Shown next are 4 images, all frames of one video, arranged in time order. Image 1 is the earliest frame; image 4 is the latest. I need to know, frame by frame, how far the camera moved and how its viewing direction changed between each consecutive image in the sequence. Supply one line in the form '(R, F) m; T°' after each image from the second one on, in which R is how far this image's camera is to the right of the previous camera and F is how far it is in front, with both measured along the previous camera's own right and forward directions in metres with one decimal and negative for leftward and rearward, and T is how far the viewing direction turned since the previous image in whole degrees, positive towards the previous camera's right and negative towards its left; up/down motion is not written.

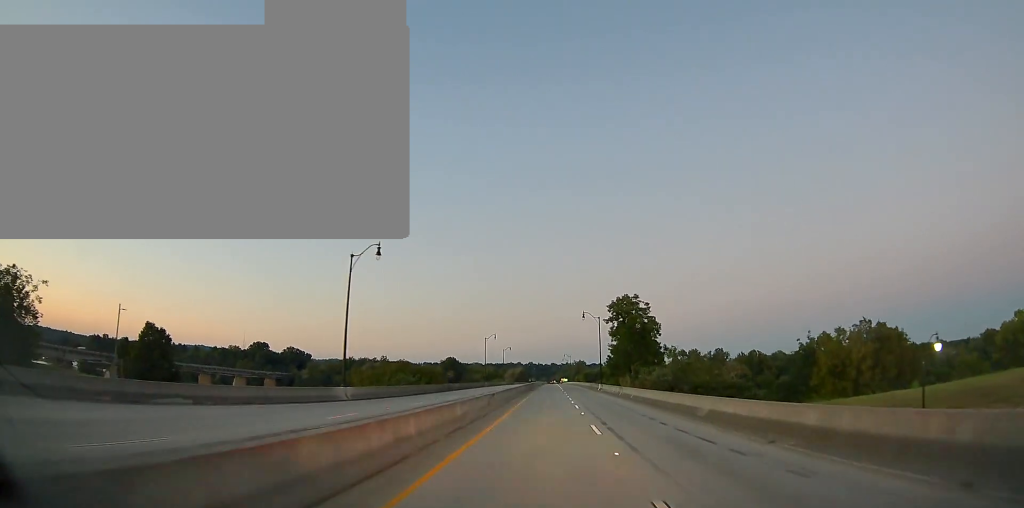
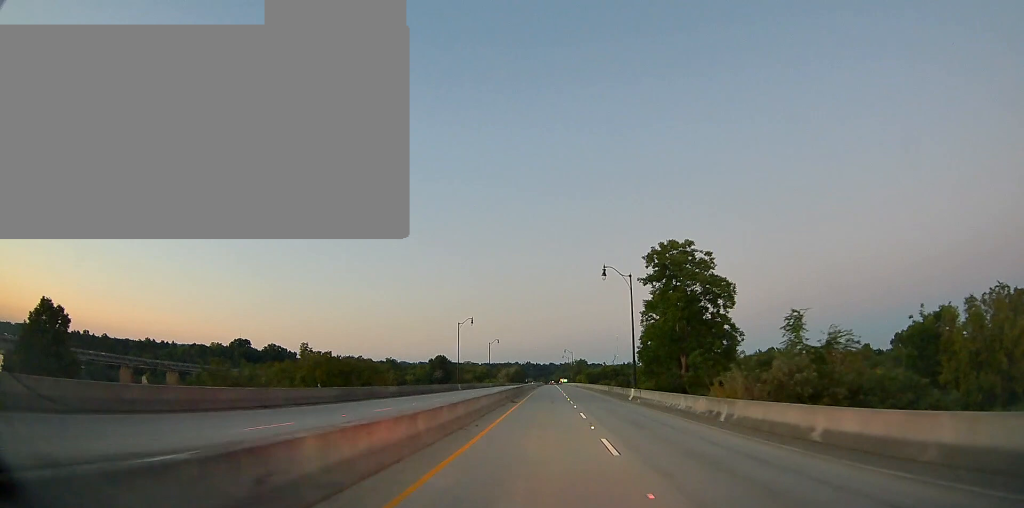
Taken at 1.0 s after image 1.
(-0.2, +29.5) m; 0°
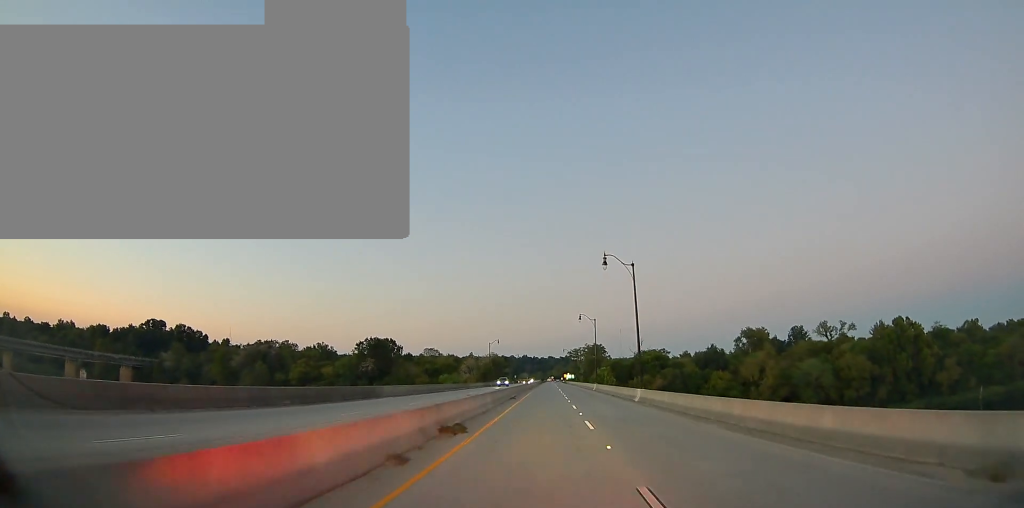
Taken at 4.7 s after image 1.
(+0.8, +115.5) m; 0°
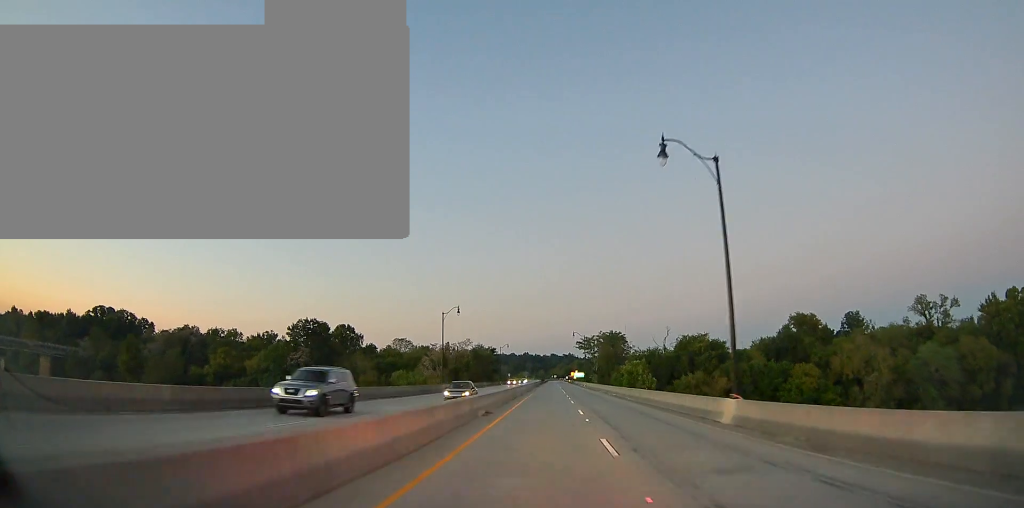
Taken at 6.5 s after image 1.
(+0.1, +54.7) m; 0°
